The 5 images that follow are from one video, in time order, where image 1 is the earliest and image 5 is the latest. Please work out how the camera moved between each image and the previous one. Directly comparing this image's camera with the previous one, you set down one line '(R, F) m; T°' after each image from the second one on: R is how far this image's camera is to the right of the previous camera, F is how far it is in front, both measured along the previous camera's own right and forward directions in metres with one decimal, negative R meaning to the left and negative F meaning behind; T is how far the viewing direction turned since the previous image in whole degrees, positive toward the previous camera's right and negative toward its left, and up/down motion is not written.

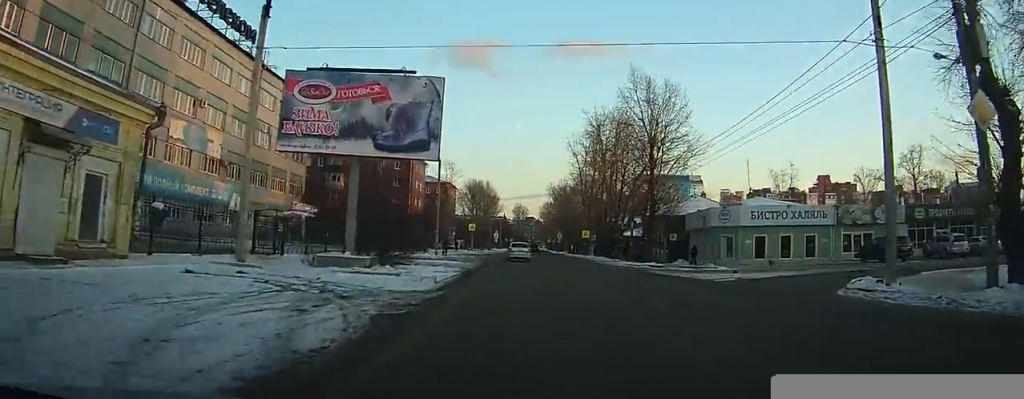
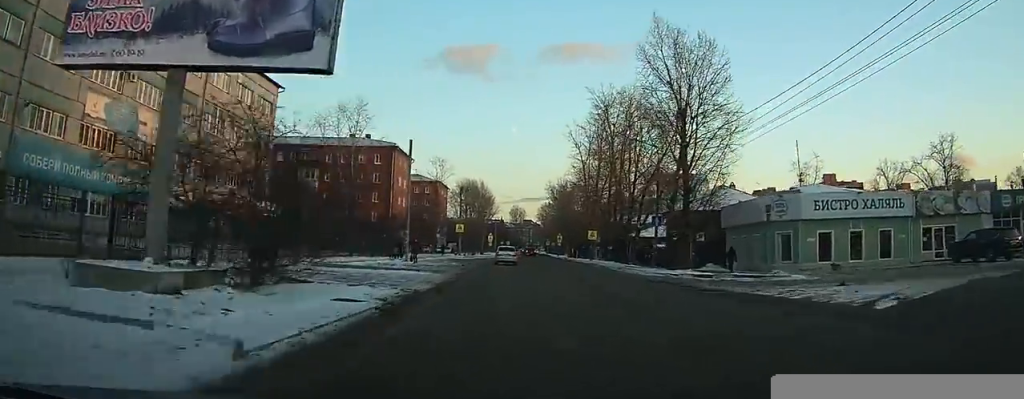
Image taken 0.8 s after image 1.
(0.0, +10.2) m; 0°
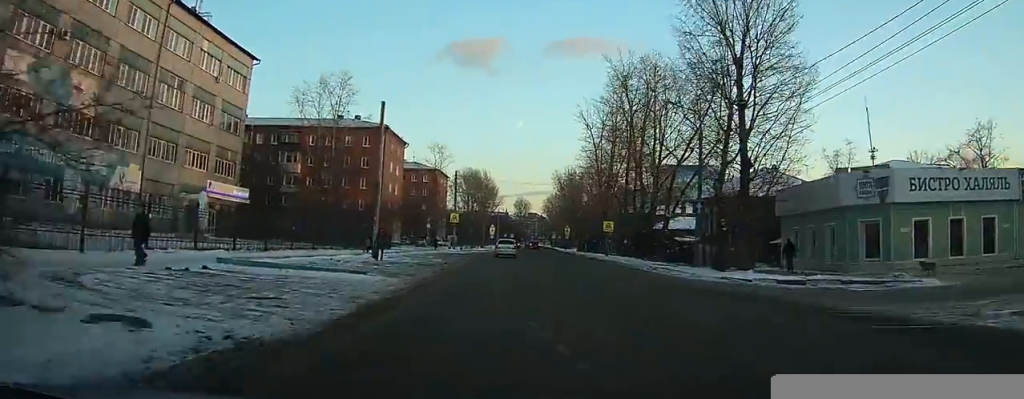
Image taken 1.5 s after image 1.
(0.0, +8.1) m; 0°
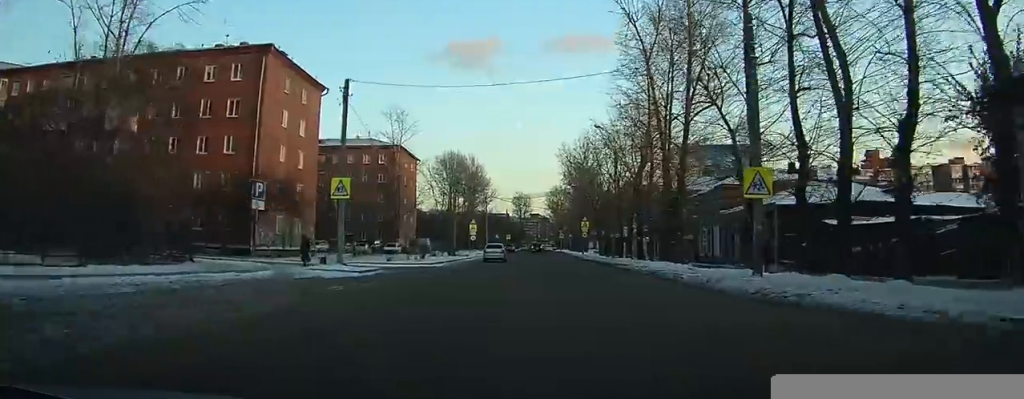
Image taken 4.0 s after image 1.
(-0.1, +28.4) m; 0°
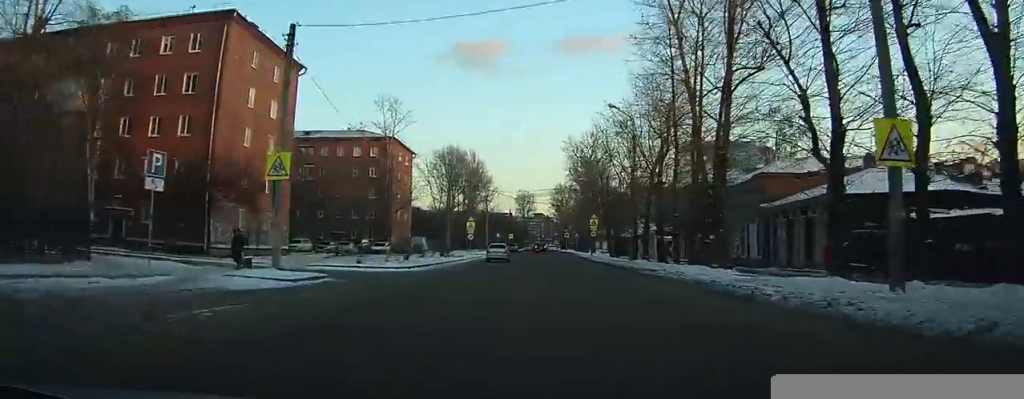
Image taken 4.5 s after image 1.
(0.0, +5.6) m; 0°
